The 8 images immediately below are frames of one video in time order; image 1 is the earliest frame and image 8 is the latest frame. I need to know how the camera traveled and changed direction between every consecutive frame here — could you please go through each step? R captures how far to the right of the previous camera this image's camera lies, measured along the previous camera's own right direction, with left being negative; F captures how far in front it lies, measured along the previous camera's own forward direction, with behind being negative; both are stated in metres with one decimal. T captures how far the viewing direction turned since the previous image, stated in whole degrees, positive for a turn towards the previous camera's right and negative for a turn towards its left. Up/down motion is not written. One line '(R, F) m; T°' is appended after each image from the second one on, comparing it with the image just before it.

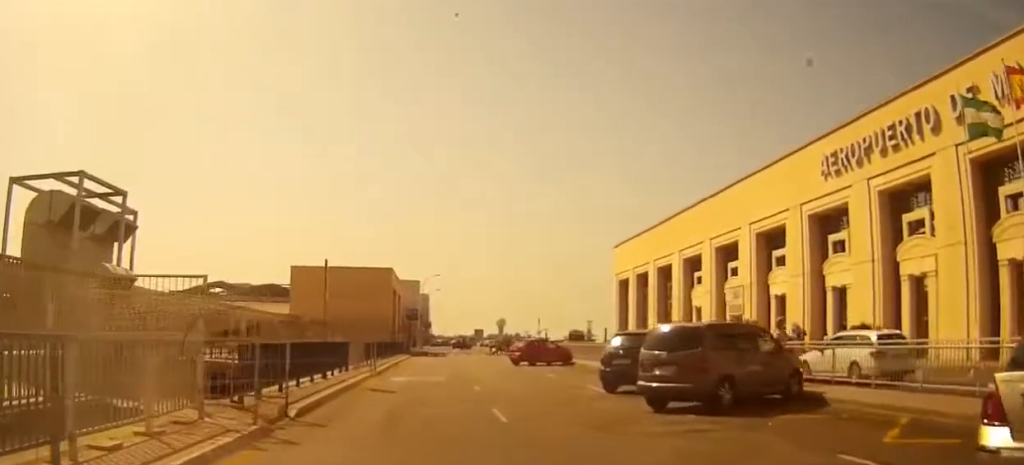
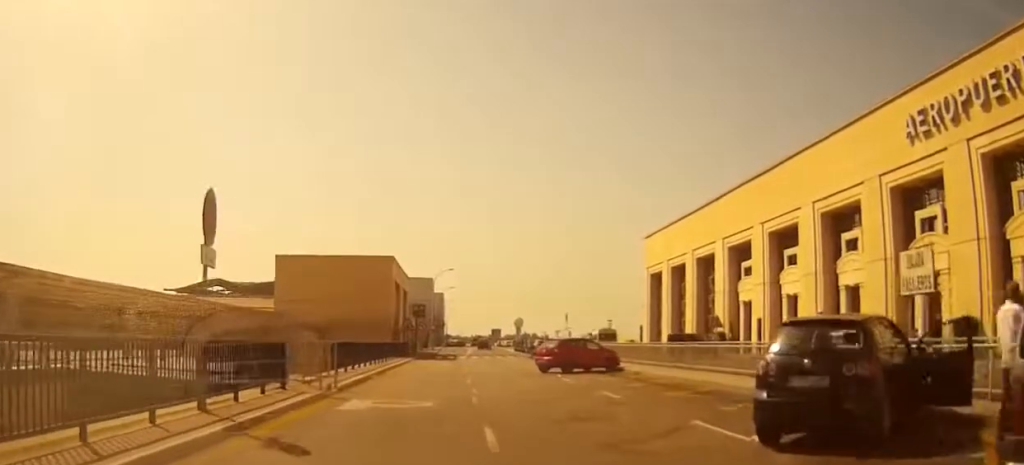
(0.0, +11.5) m; 0°
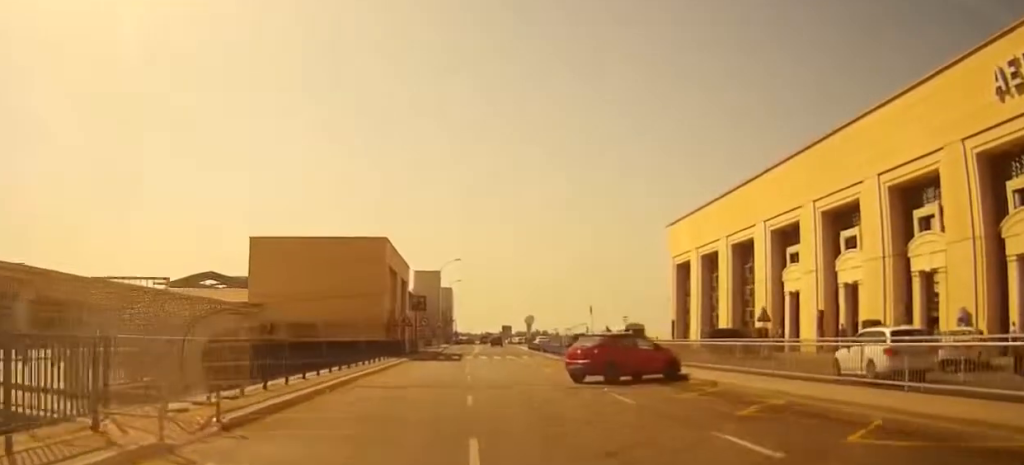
(-0.1, +9.6) m; -2°
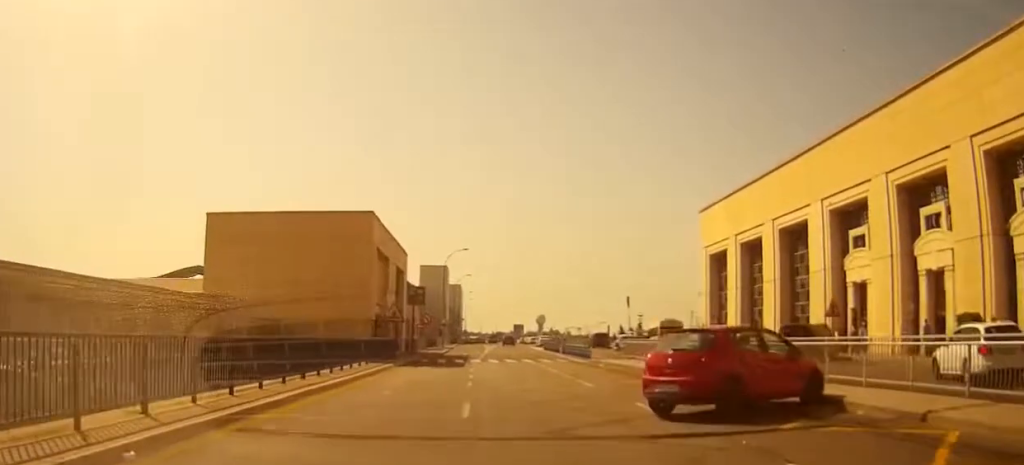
(-0.3, +10.7) m; -2°
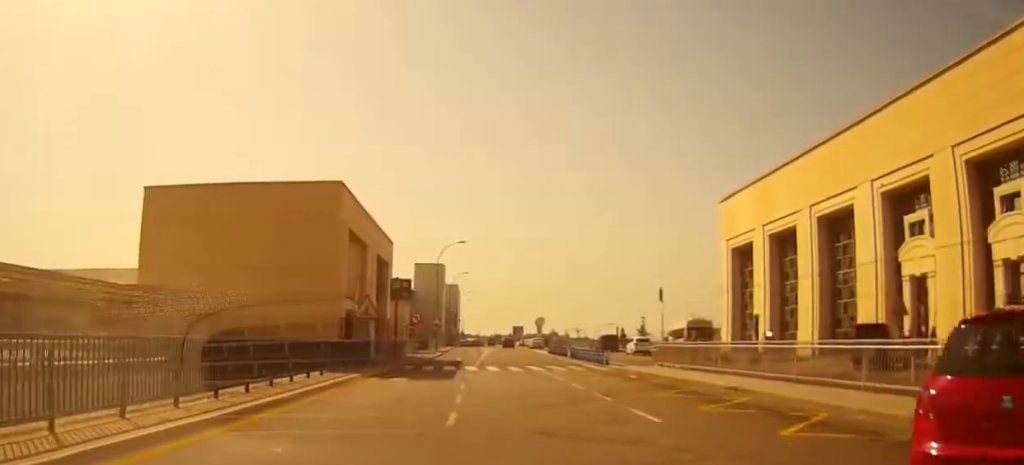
(0.0, +8.7) m; +3°
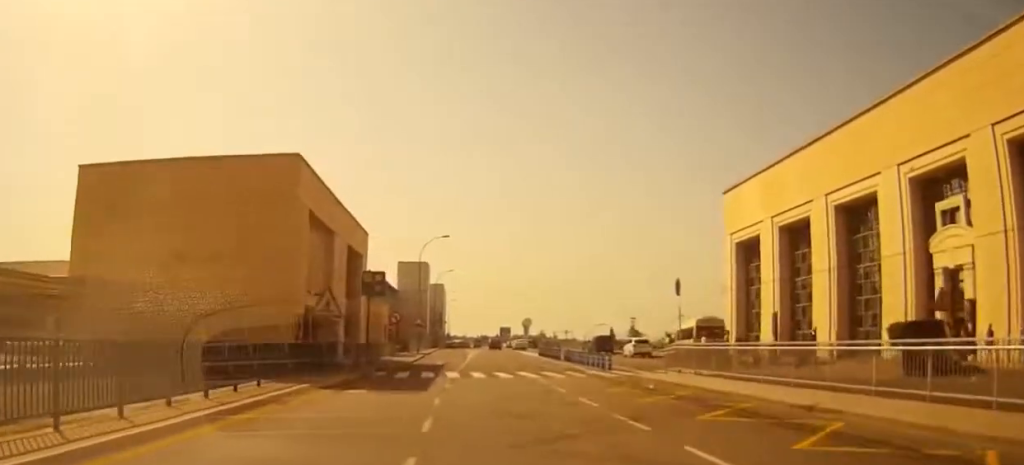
(+0.2, +5.6) m; +1°
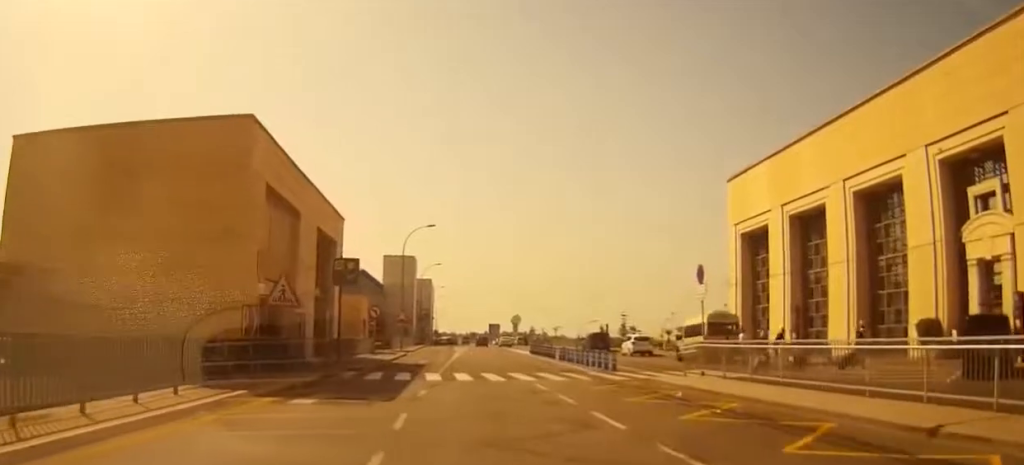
(+0.1, +4.7) m; 0°
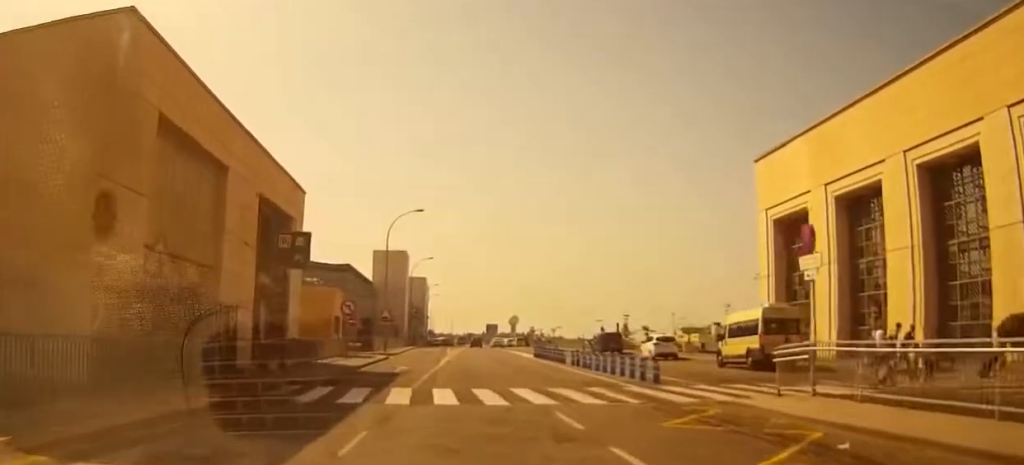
(-0.1, +9.1) m; -2°
